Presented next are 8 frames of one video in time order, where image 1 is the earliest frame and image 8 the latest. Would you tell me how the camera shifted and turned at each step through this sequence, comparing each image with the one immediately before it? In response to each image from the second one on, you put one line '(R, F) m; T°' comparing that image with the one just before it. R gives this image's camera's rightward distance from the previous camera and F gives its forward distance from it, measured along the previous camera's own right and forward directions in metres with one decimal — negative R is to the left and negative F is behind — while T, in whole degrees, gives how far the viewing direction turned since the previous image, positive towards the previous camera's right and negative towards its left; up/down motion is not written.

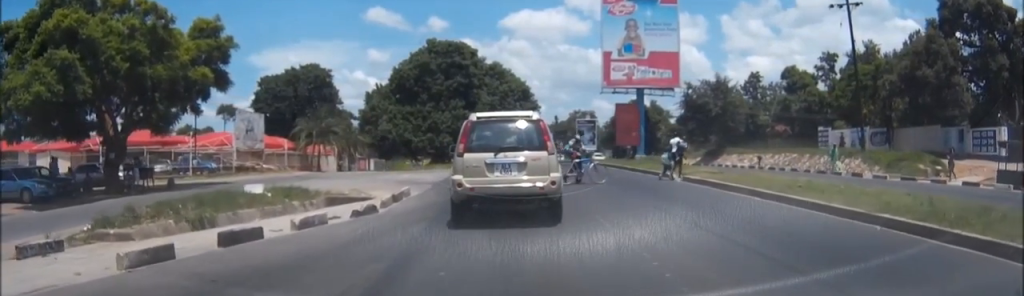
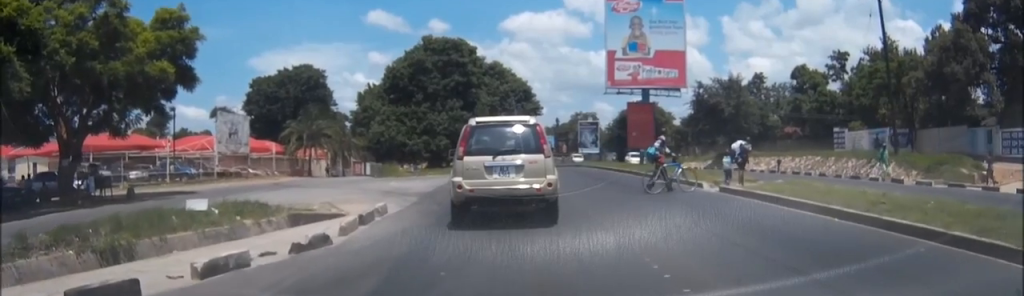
(0.0, +4.2) m; 0°
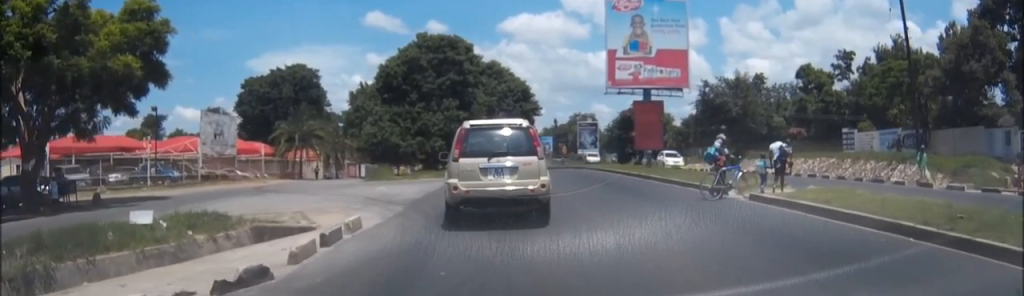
(0.0, +2.6) m; +1°
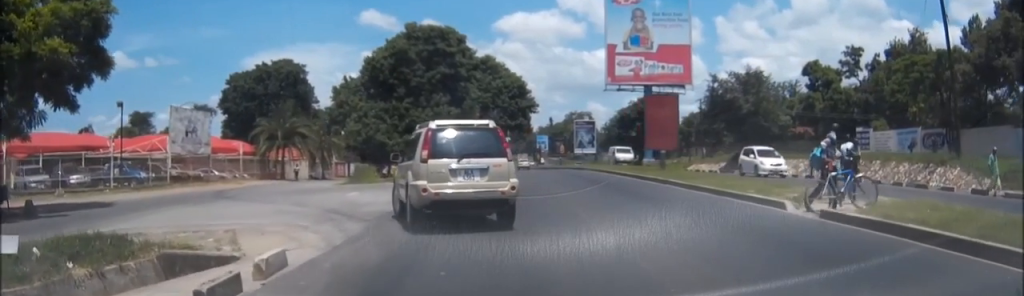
(+0.1, +4.1) m; +2°
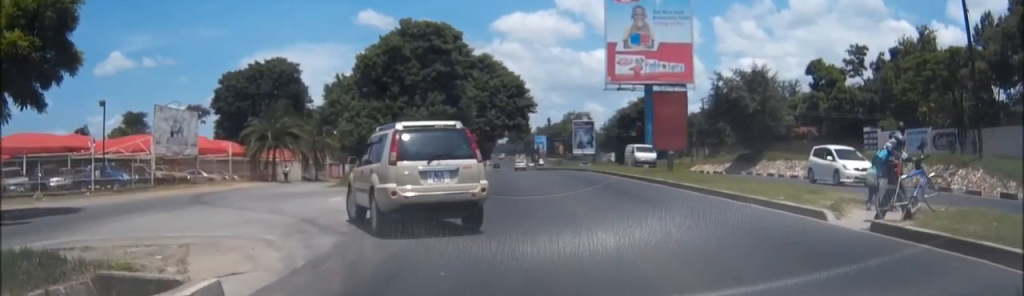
(0.0, +1.9) m; +1°
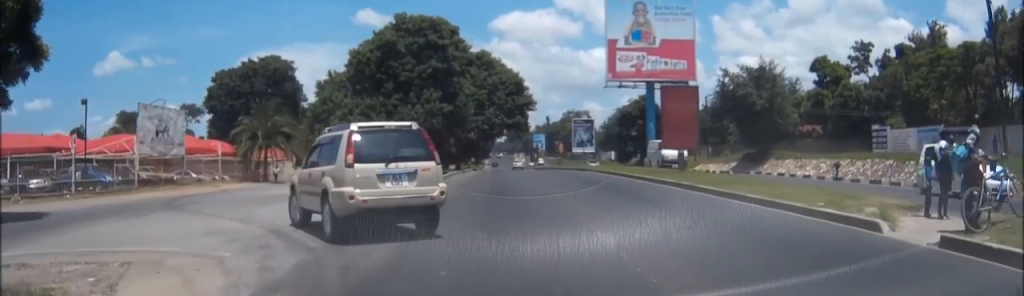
(0.0, +2.1) m; 0°
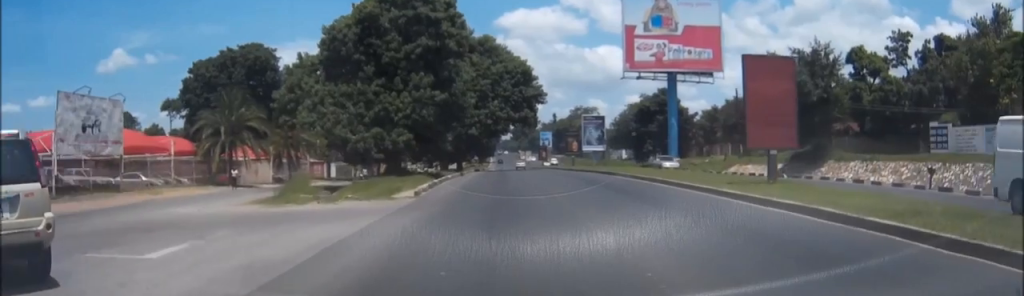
(-0.1, +9.4) m; -1°
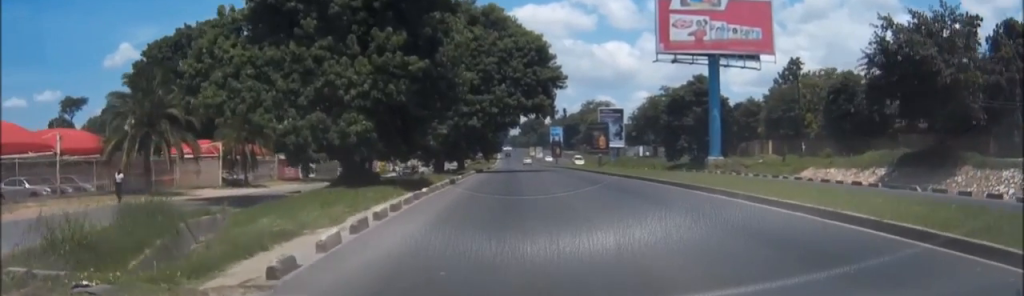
(-0.1, +14.4) m; -1°
